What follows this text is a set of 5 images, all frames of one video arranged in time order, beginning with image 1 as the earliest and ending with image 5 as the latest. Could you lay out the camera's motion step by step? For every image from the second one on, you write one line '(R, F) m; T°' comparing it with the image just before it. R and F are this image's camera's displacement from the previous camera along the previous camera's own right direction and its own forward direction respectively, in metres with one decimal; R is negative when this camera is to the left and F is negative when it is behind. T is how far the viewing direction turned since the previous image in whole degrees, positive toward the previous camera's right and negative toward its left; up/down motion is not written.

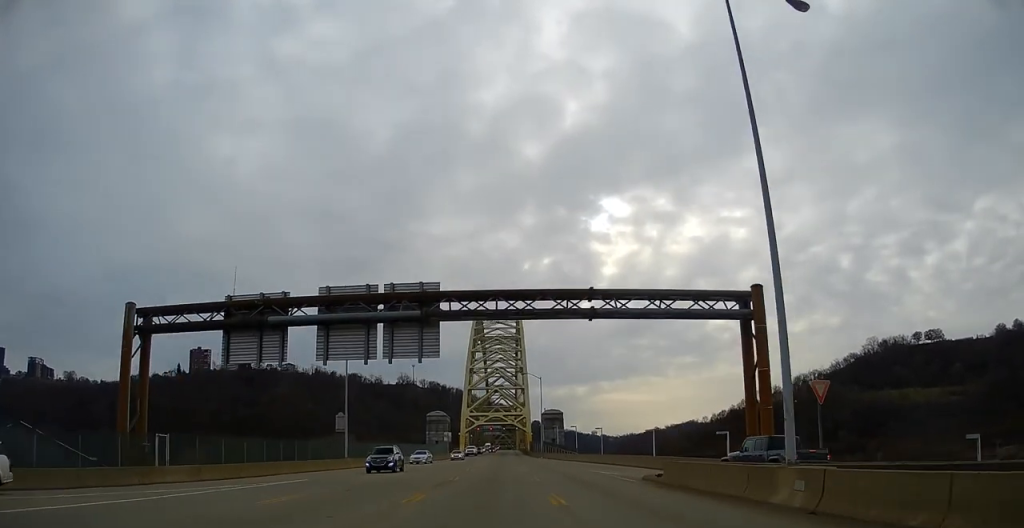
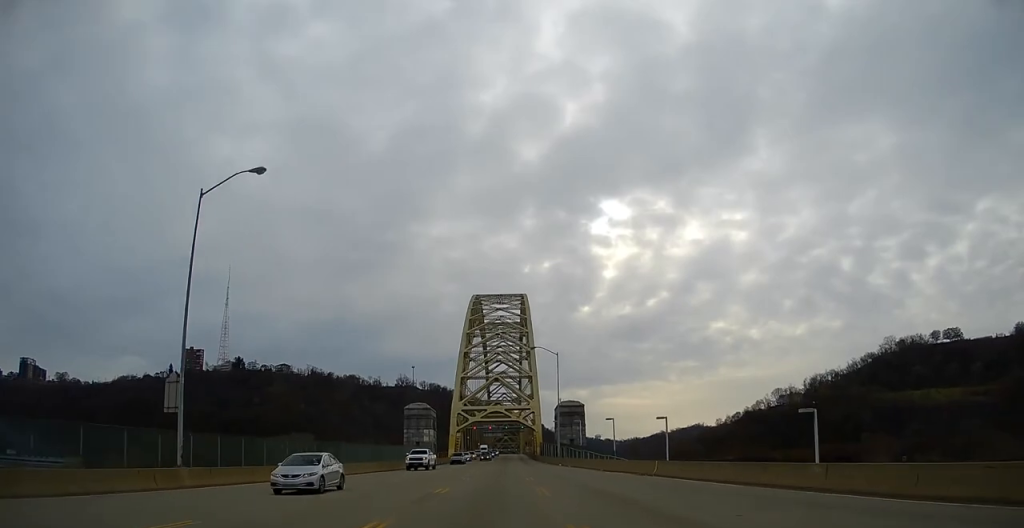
(+0.2, +31.1) m; +1°
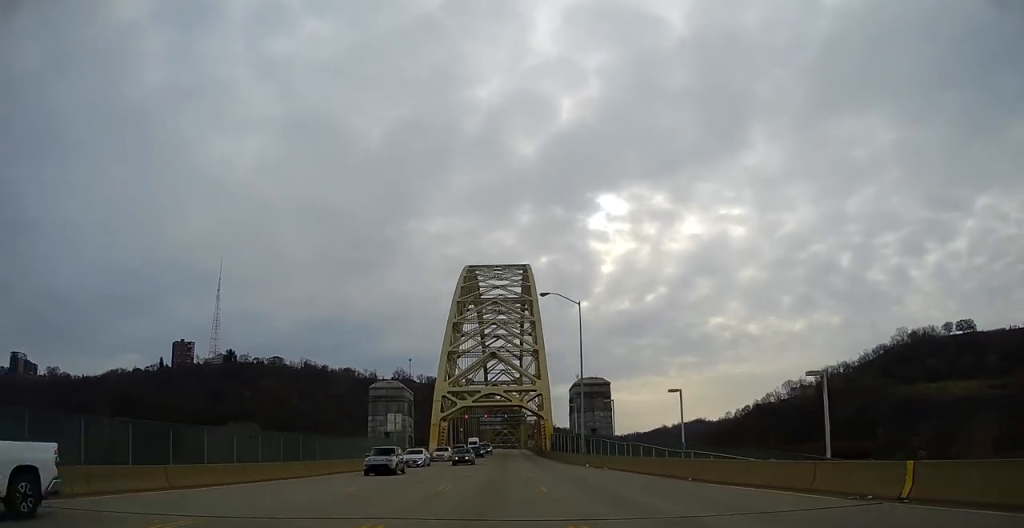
(-0.1, +25.1) m; 0°
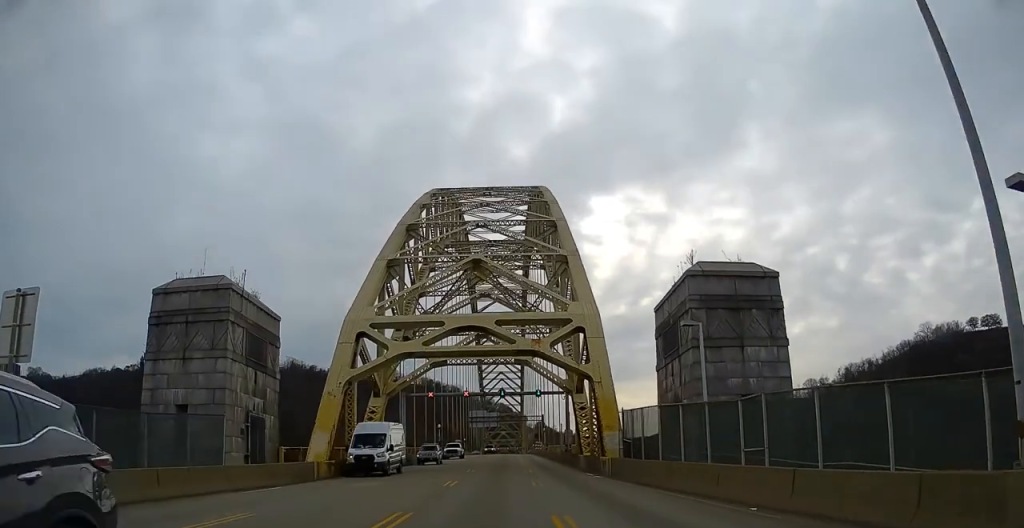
(-0.2, +47.0) m; +1°
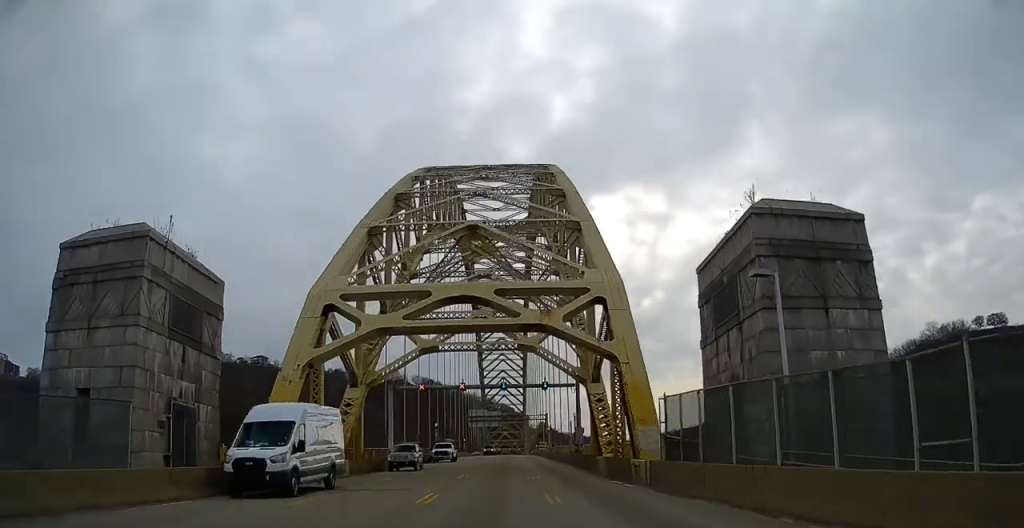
(0.0, +7.3) m; +1°
